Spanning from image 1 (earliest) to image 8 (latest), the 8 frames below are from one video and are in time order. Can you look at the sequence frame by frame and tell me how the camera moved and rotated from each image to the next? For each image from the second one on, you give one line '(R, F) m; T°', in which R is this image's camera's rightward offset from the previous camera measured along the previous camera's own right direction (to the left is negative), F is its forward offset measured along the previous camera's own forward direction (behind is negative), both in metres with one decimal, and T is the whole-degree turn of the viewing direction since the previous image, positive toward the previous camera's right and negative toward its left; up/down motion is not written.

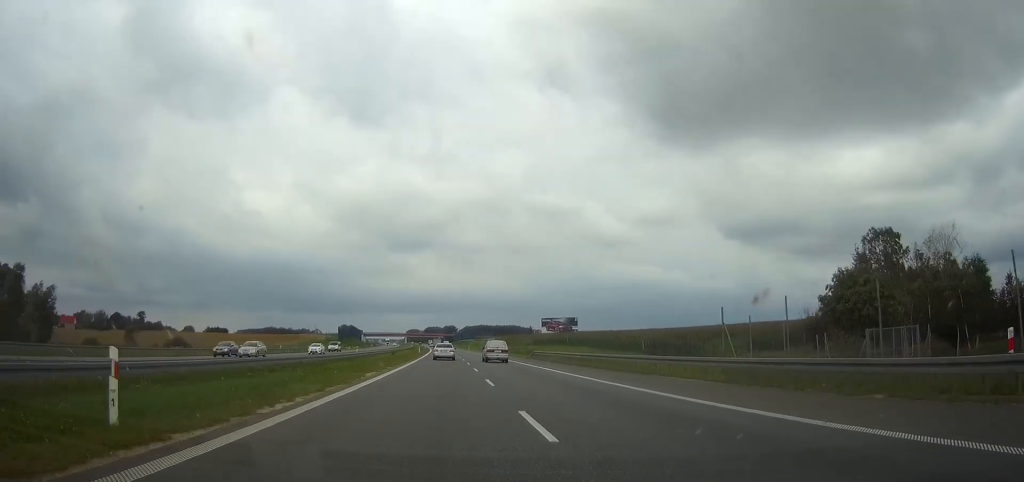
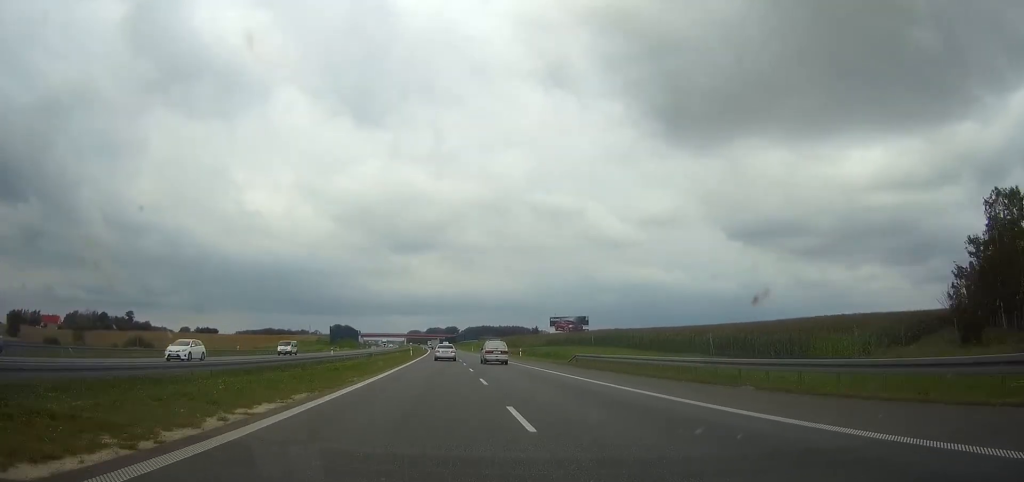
(0.0, +23.6) m; 0°
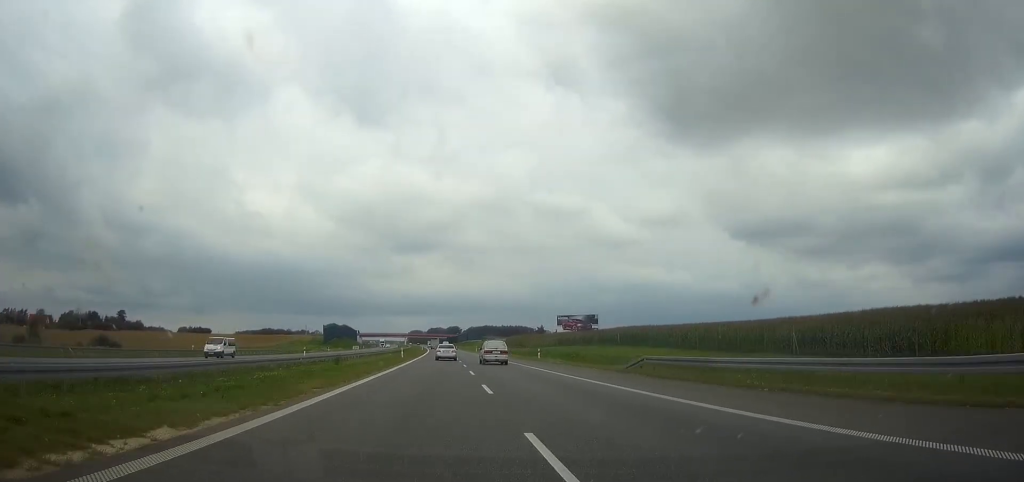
(0.0, +16.8) m; 0°
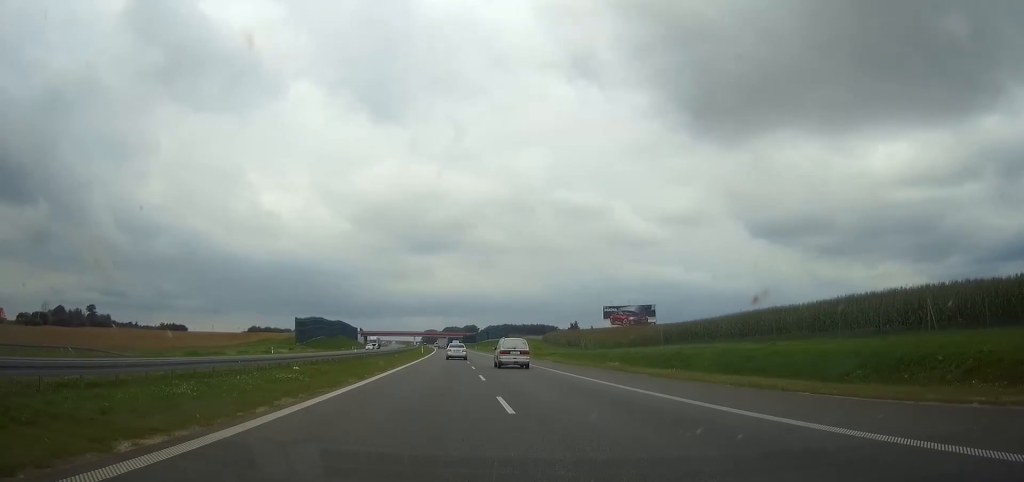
(-0.5, +65.1) m; -1°
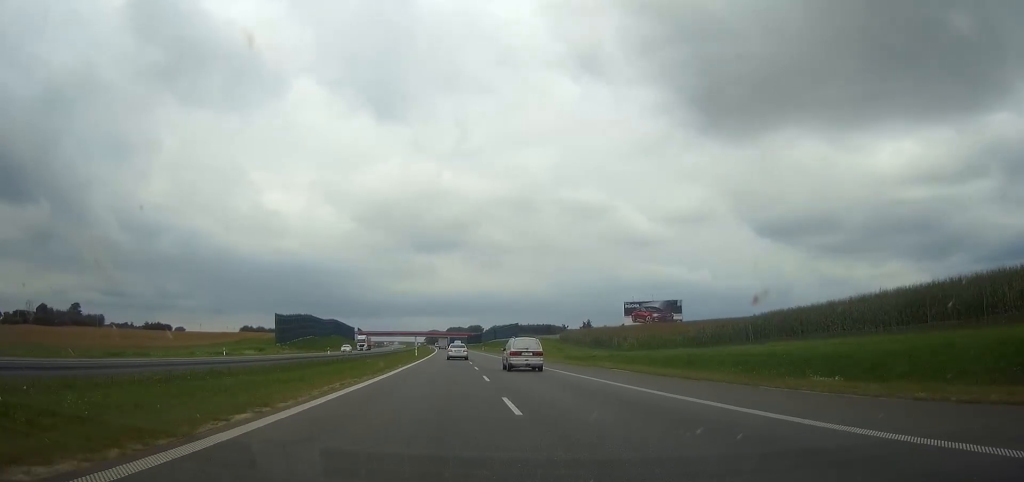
(0.0, +24.4) m; 0°
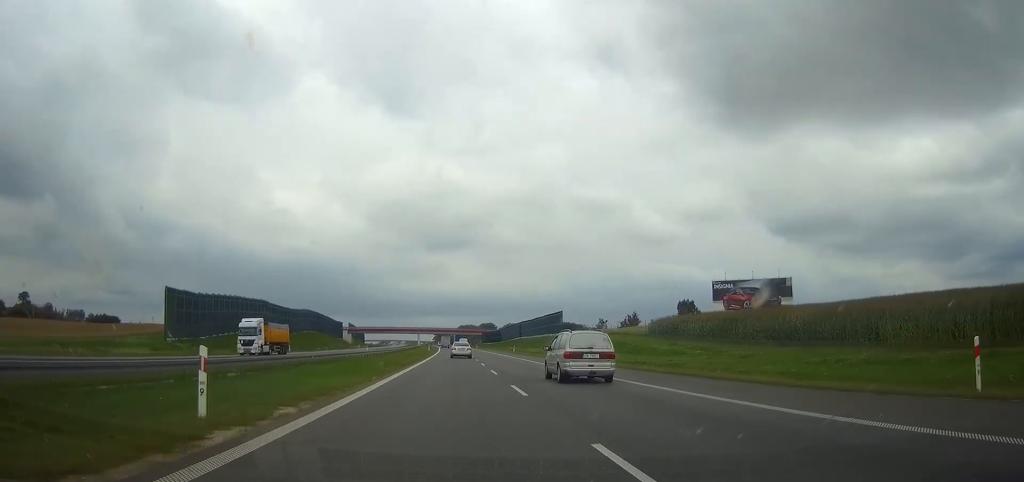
(-0.7, +67.9) m; -1°
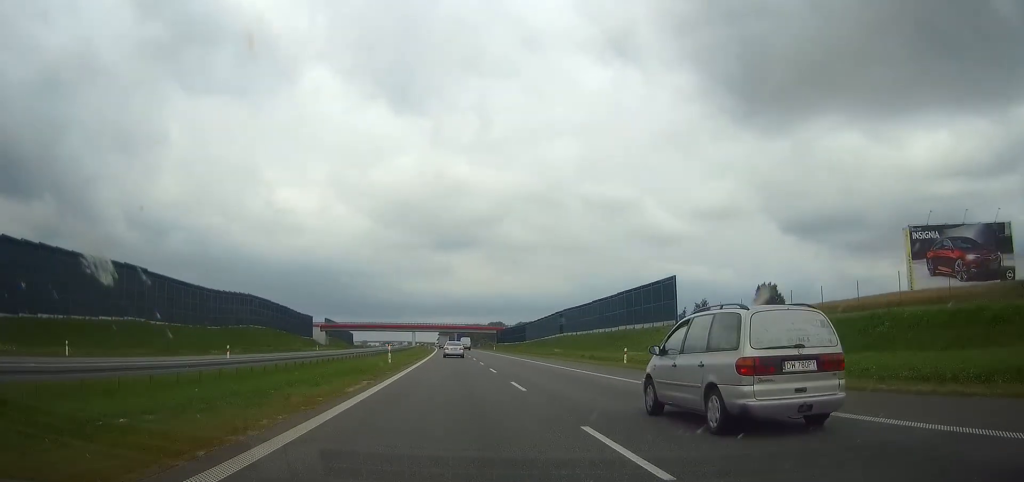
(-0.2, +71.0) m; 0°
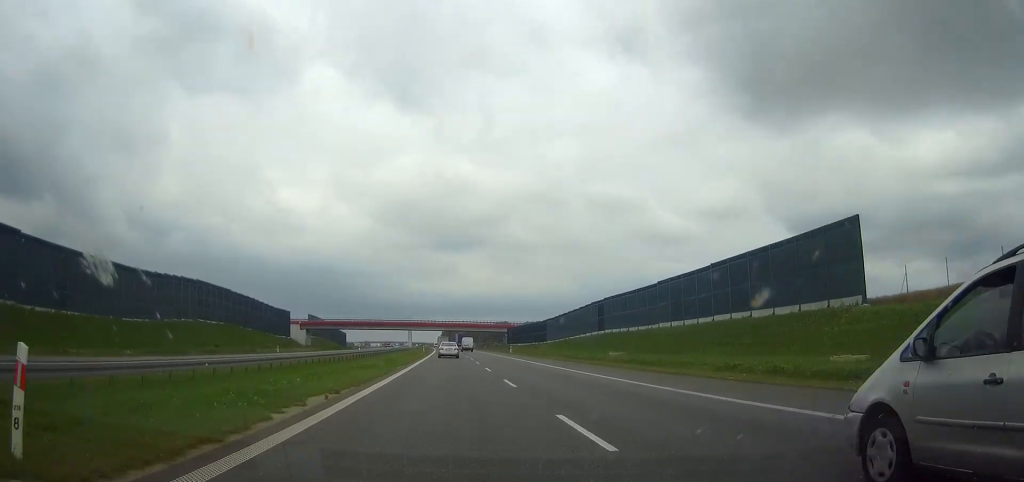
(-0.1, +34.6) m; 0°
